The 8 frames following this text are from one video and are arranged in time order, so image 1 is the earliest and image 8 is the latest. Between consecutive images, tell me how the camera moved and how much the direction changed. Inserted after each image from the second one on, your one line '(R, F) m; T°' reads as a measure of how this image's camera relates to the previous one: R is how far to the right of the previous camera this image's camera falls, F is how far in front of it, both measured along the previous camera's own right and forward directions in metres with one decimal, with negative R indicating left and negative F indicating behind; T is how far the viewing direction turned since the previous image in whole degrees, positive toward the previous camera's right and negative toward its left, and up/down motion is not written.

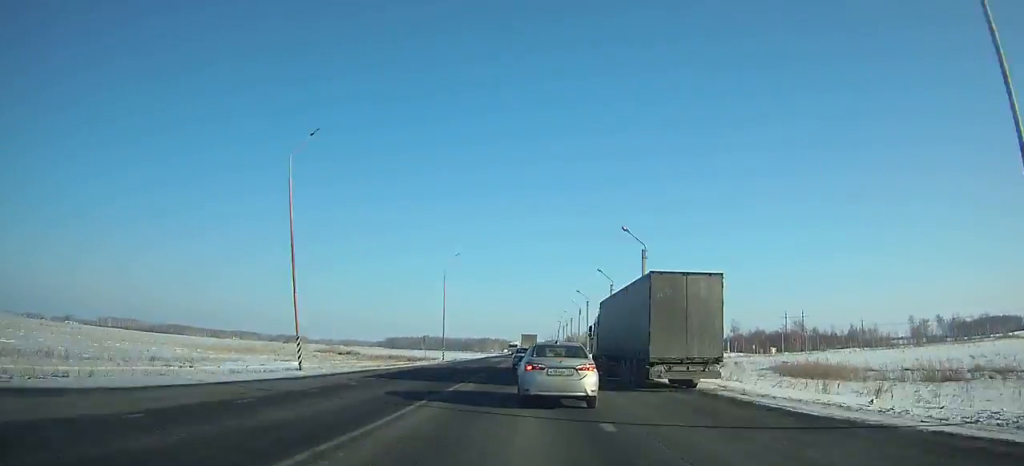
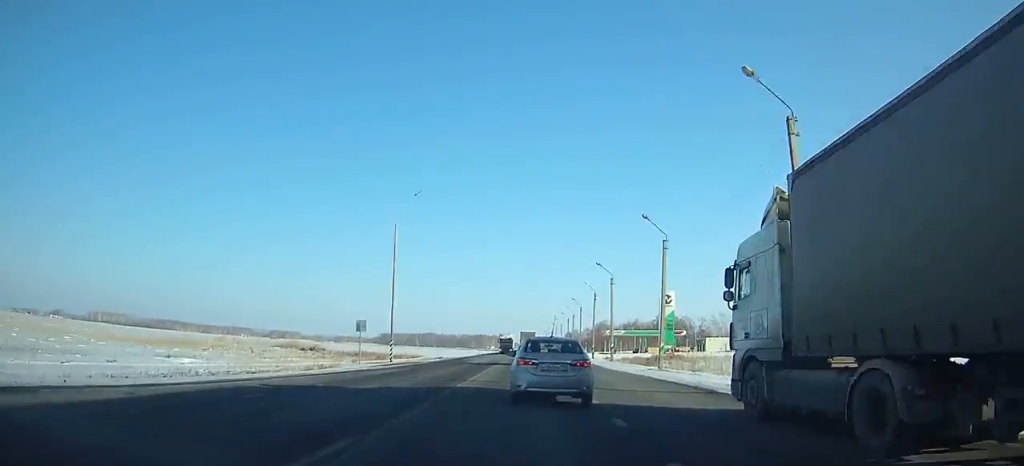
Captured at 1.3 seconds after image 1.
(0.0, +24.4) m; 0°
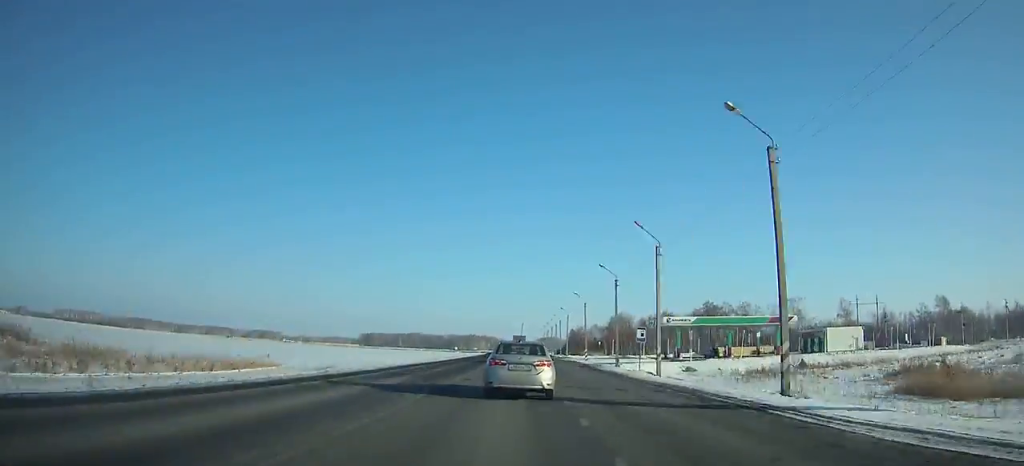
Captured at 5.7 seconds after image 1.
(+0.2, +81.4) m; 0°
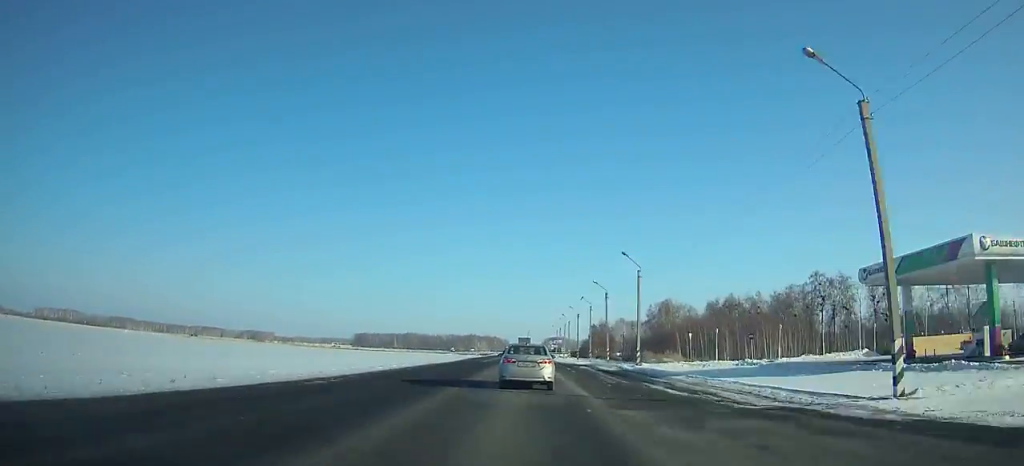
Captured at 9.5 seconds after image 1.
(-0.3, +71.5) m; 0°
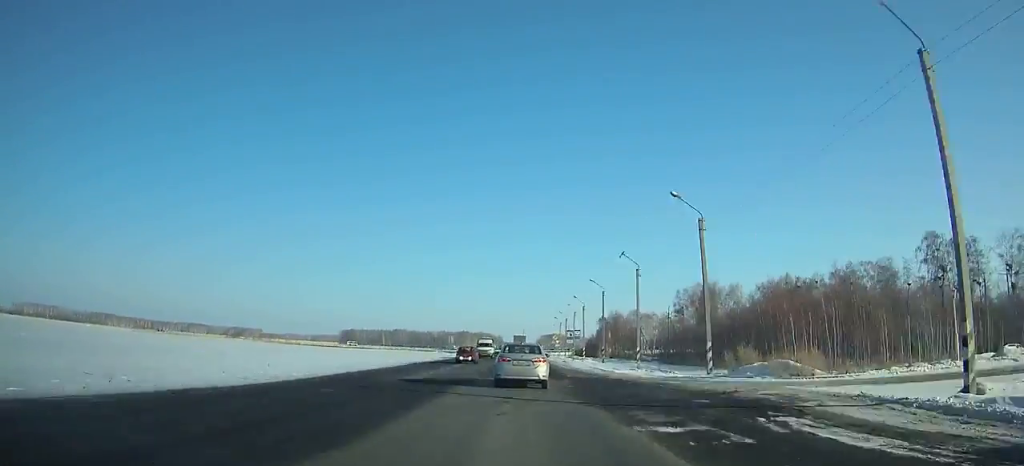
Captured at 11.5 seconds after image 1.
(+0.1, +38.6) m; 0°
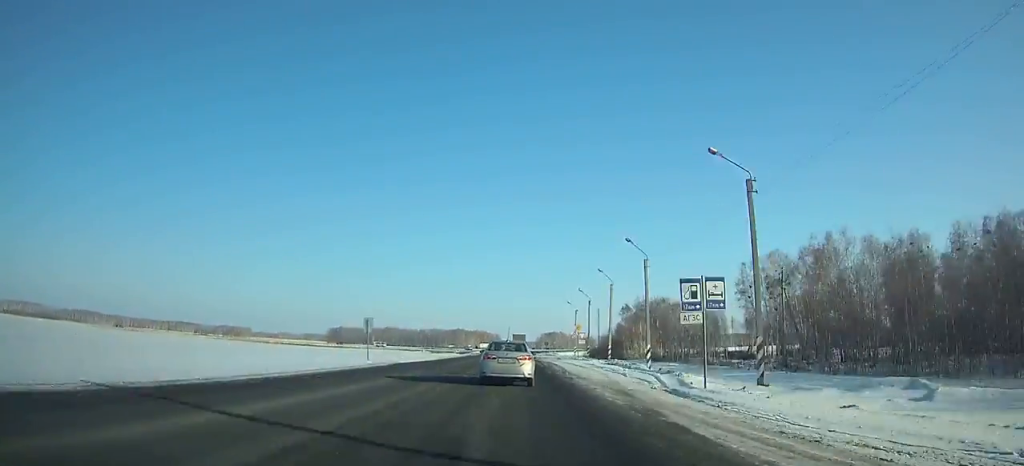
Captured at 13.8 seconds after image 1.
(0.0, +44.2) m; 0°
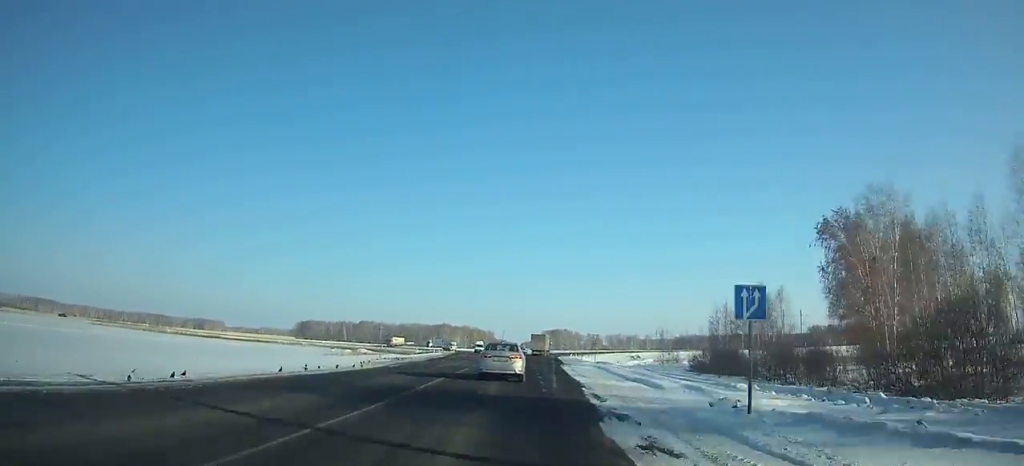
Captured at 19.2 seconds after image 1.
(+0.5, +101.0) m; +1°
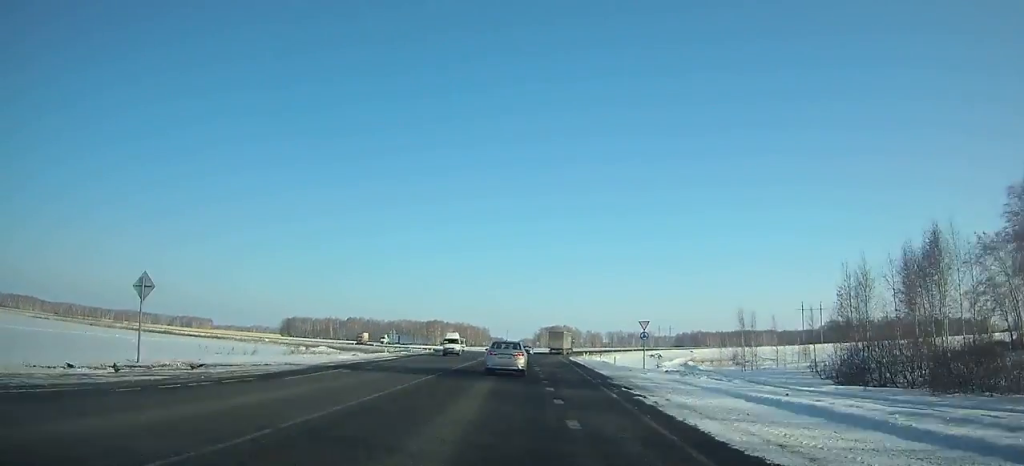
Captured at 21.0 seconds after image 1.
(+0.1, +32.1) m; 0°
